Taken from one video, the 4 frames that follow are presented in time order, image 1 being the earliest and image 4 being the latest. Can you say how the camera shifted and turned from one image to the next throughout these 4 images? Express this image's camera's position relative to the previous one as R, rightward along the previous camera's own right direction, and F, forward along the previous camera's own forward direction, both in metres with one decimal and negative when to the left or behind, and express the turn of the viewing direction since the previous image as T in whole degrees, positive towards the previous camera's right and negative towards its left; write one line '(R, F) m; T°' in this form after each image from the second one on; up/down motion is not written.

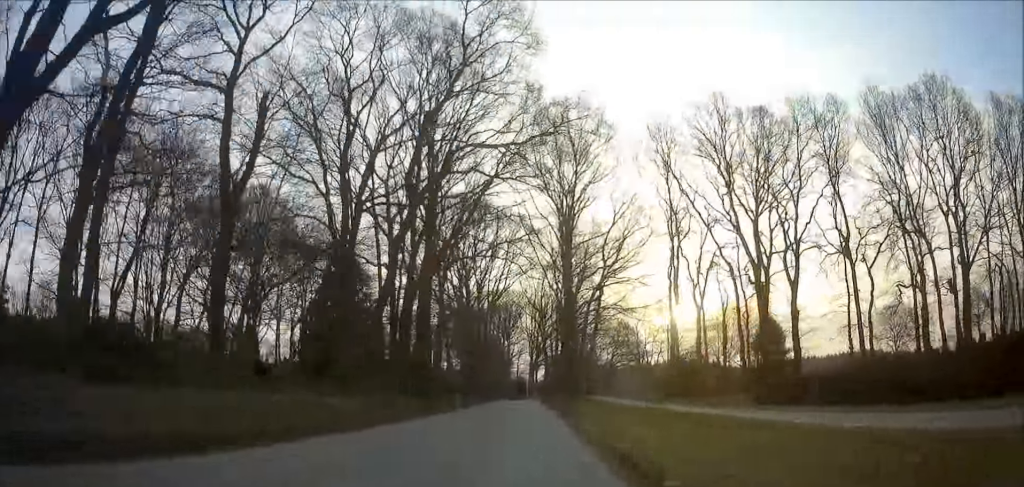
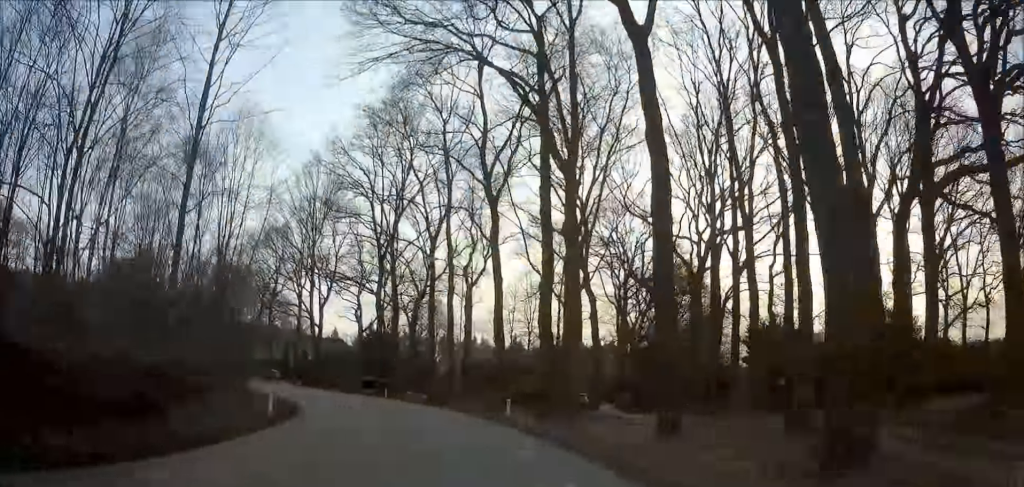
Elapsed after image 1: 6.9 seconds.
(-1.3, +121.1) m; -11°
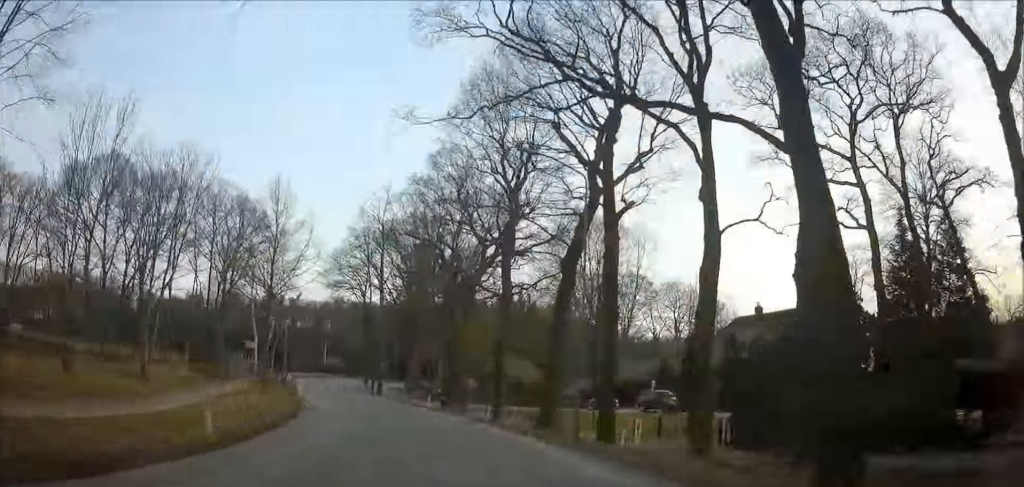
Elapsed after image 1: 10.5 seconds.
(-17.1, +54.8) m; -39°
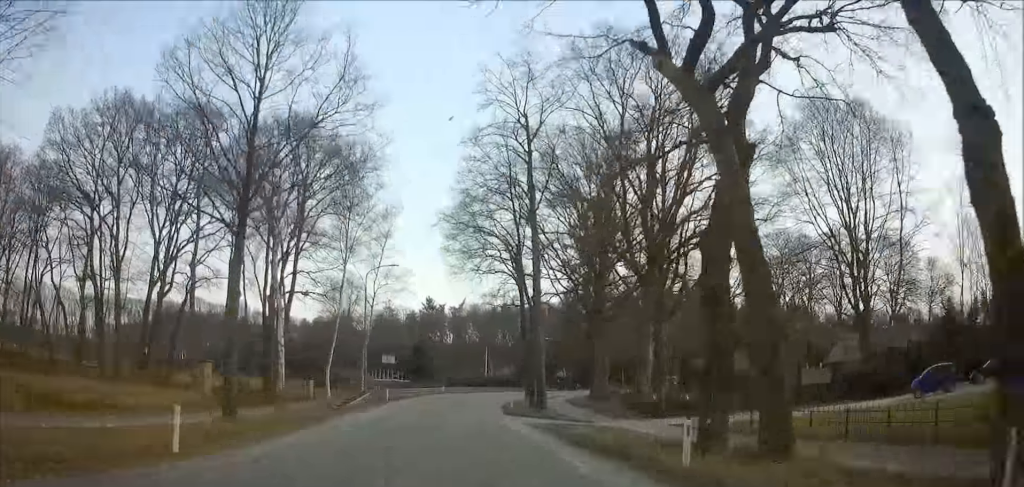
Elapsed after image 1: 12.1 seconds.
(-5.9, +25.6) m; -12°
